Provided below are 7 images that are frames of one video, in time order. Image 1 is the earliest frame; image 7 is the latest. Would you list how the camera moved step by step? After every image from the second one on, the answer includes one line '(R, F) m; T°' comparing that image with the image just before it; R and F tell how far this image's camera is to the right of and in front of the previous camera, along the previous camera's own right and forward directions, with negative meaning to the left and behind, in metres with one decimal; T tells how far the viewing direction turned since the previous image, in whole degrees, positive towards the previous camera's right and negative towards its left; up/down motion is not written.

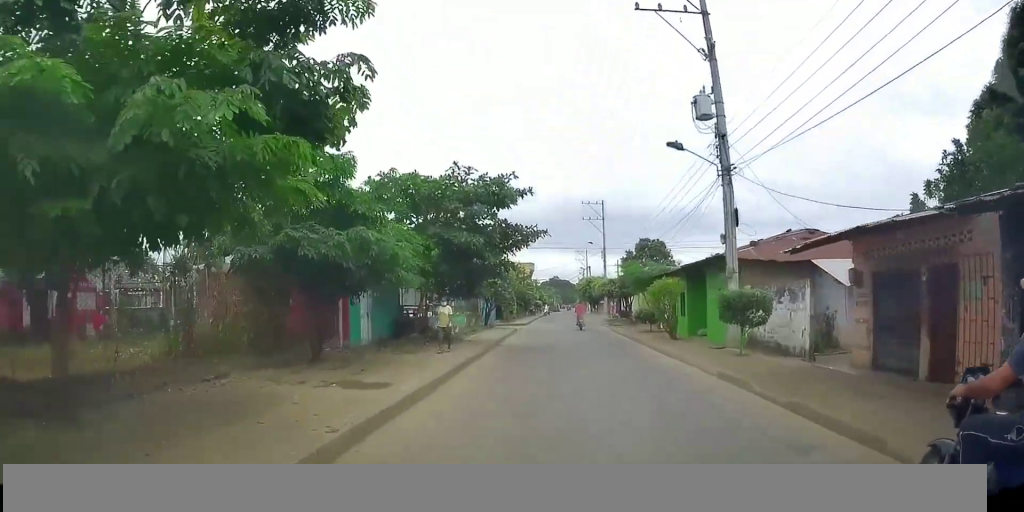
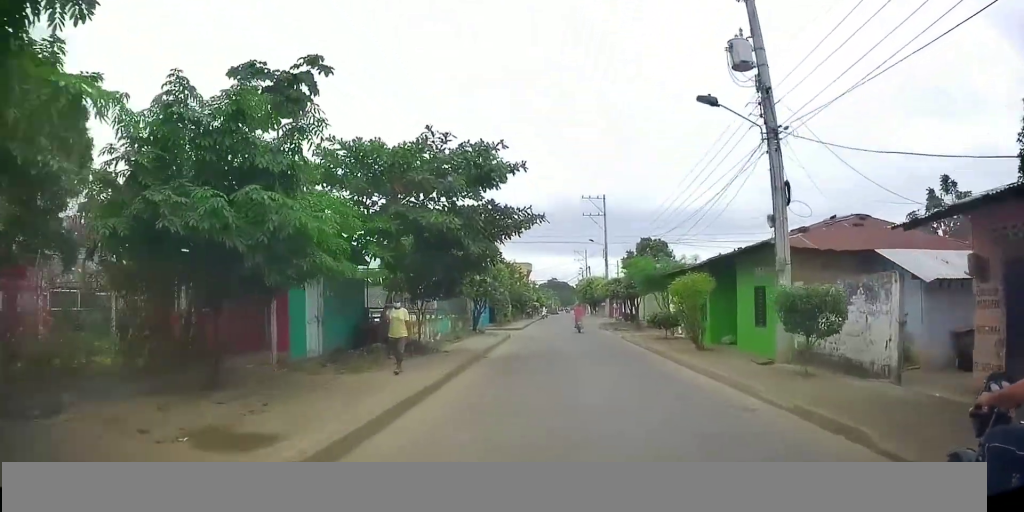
(+0.1, +3.3) m; +1°
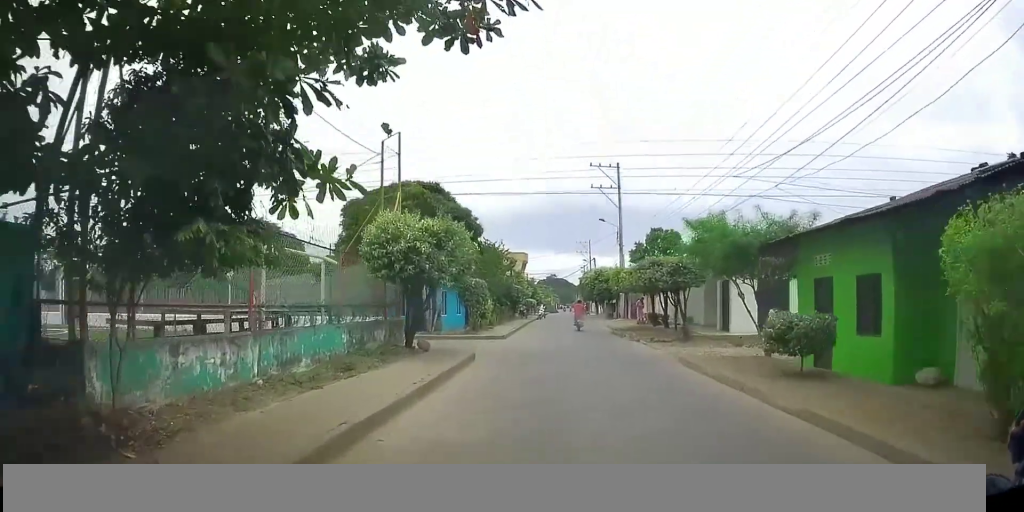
(+0.4, +11.1) m; +1°
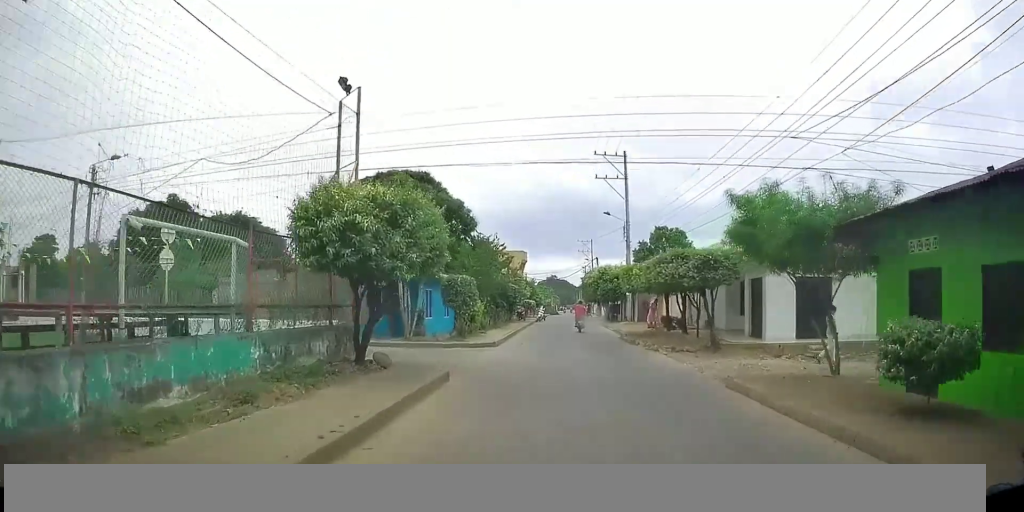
(0.0, +3.6) m; -1°
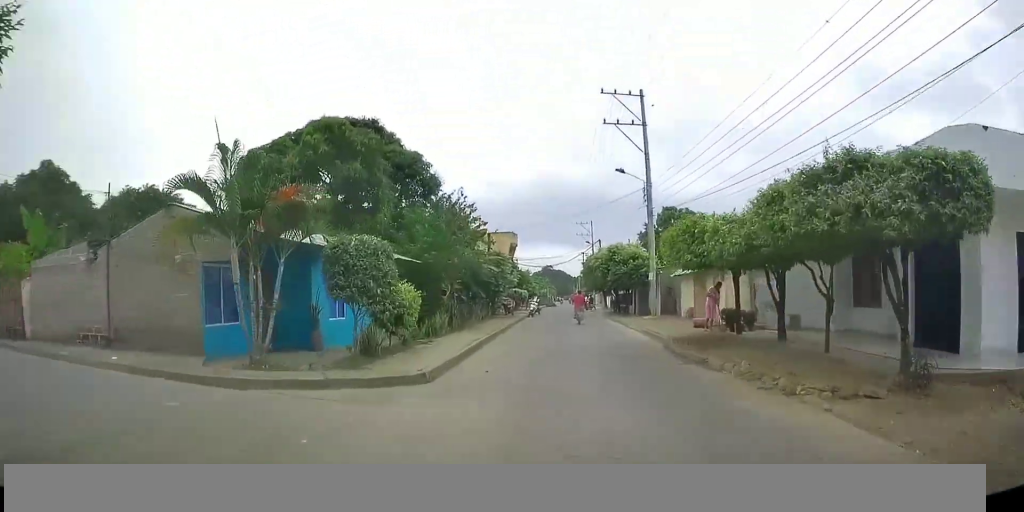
(-0.2, +10.3) m; -3°
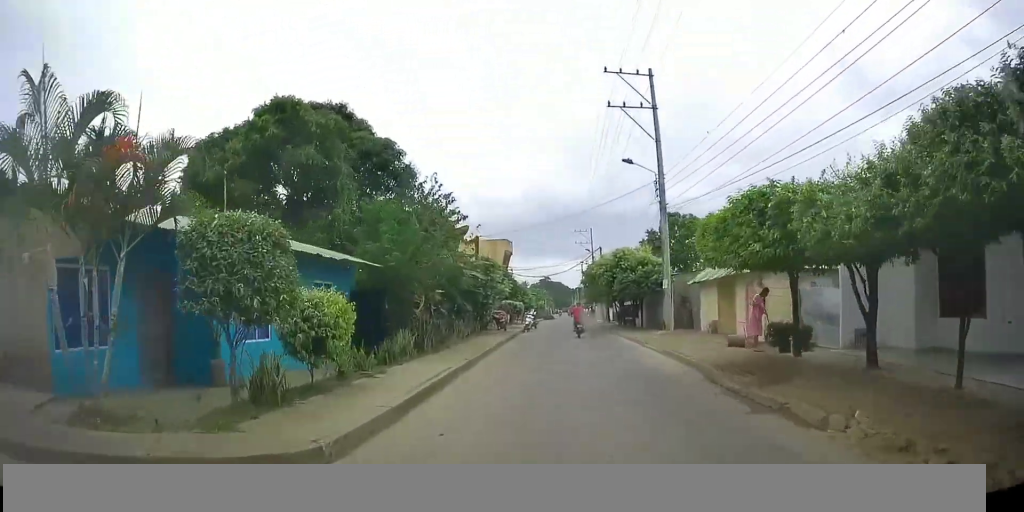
(-0.2, +4.1) m; +1°
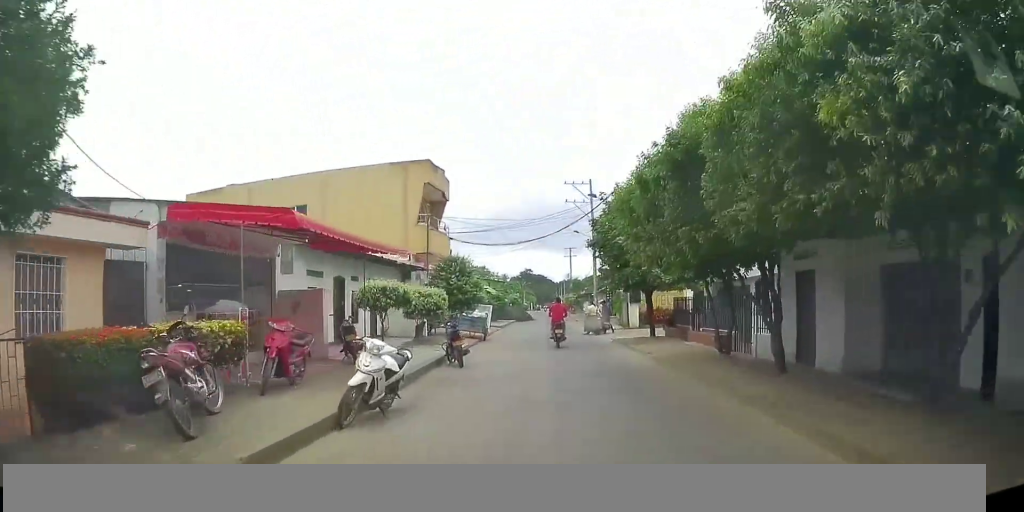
(+1.0, +27.6) m; +1°
